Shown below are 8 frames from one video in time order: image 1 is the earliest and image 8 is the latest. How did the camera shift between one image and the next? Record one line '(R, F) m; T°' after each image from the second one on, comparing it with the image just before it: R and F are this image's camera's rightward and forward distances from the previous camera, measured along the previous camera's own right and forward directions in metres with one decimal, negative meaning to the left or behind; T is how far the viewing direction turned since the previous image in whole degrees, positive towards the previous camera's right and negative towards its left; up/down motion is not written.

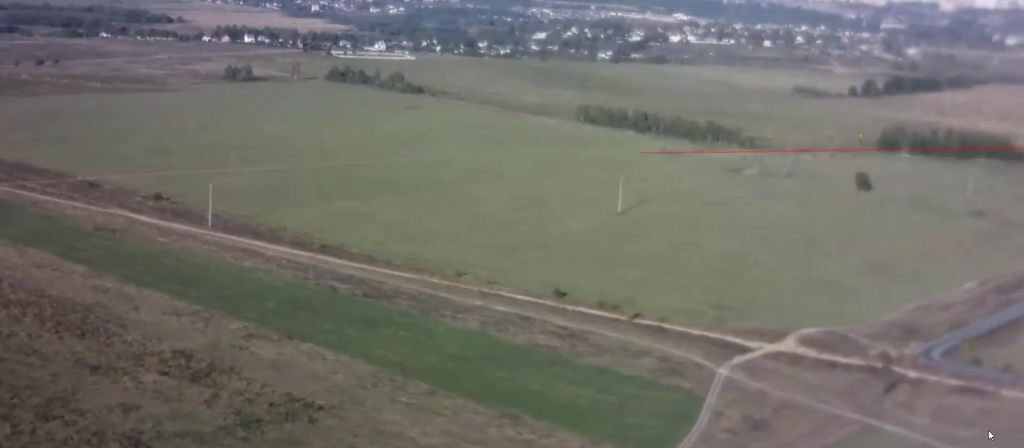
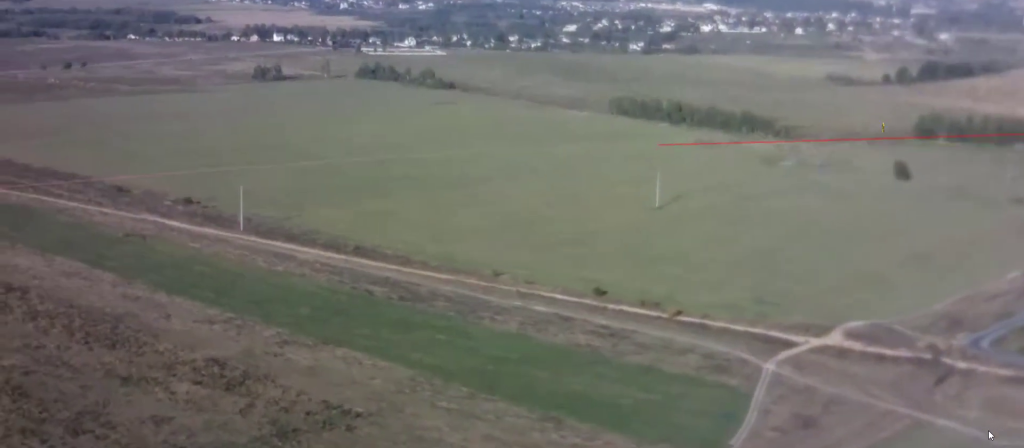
(-0.4, +11.0) m; -1°
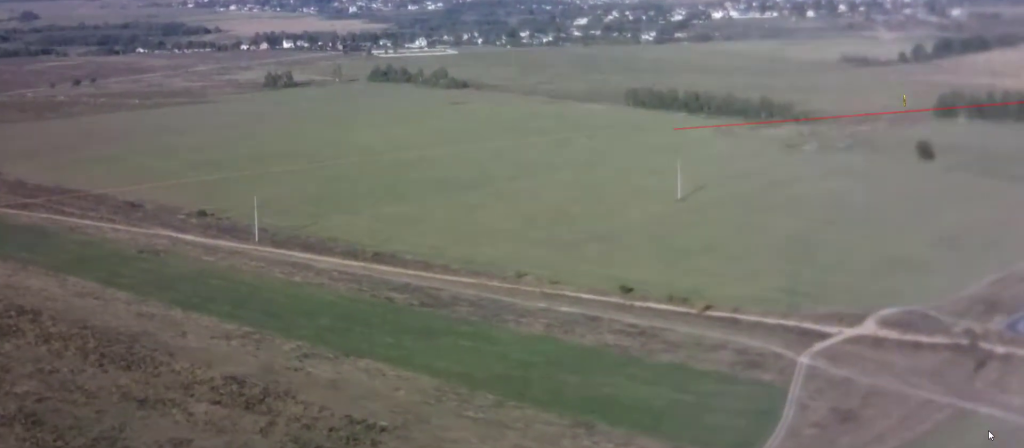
(+0.3, +12.9) m; +1°
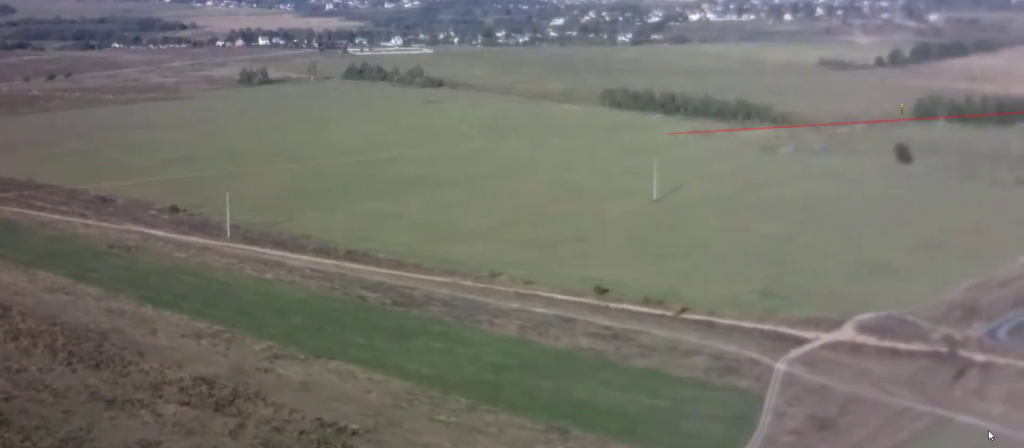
(0.0, +5.5) m; 0°
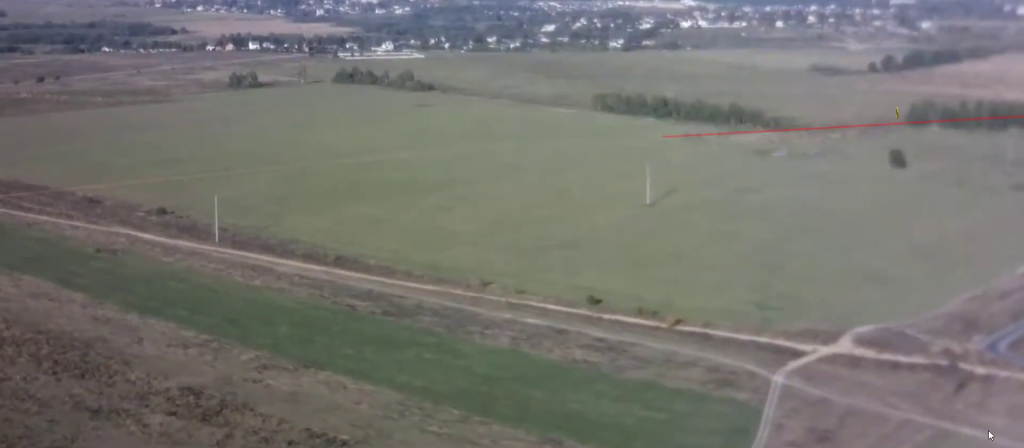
(0.0, +7.5) m; 0°
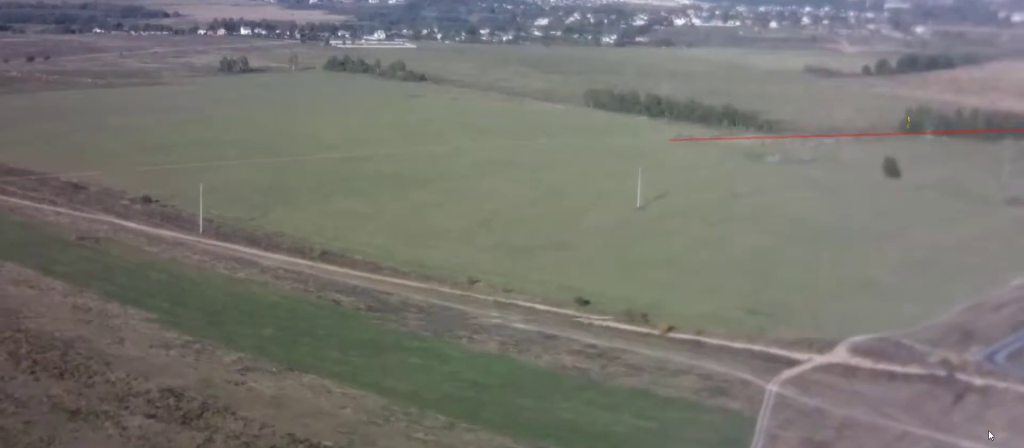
(0.0, +7.1) m; 0°
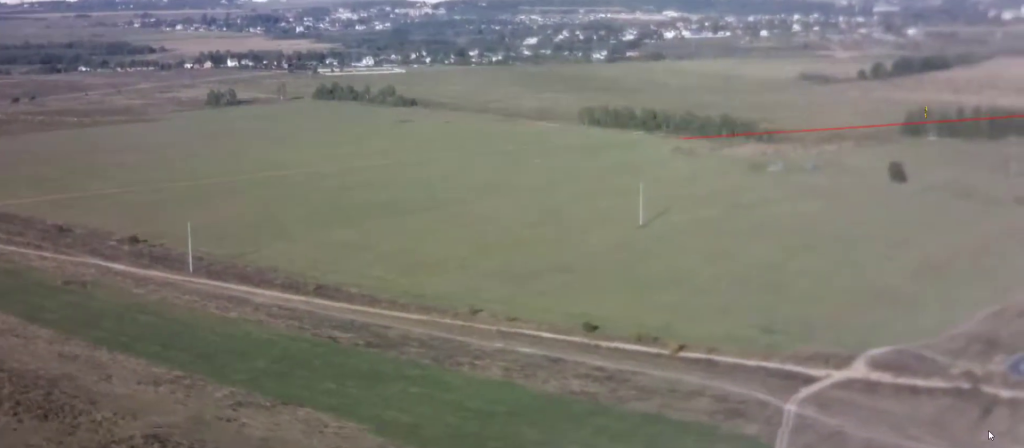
(+0.1, +19.9) m; +1°
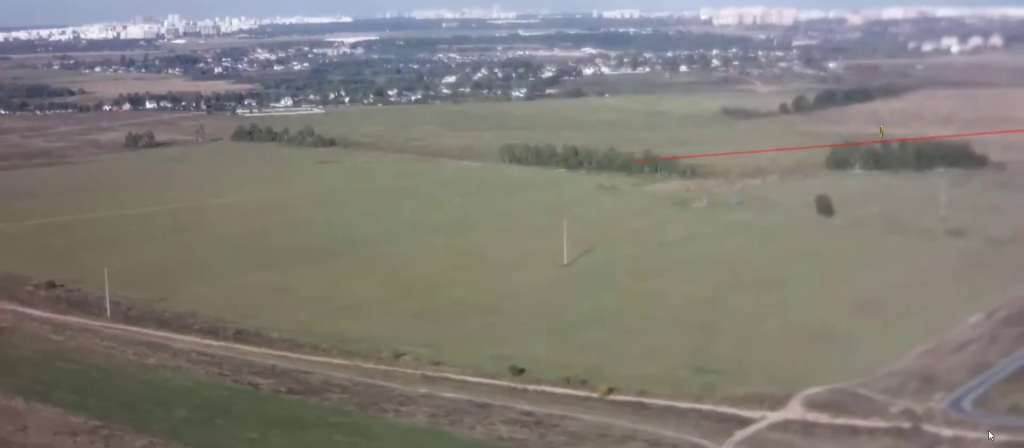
(+0.1, +10.5) m; 0°
